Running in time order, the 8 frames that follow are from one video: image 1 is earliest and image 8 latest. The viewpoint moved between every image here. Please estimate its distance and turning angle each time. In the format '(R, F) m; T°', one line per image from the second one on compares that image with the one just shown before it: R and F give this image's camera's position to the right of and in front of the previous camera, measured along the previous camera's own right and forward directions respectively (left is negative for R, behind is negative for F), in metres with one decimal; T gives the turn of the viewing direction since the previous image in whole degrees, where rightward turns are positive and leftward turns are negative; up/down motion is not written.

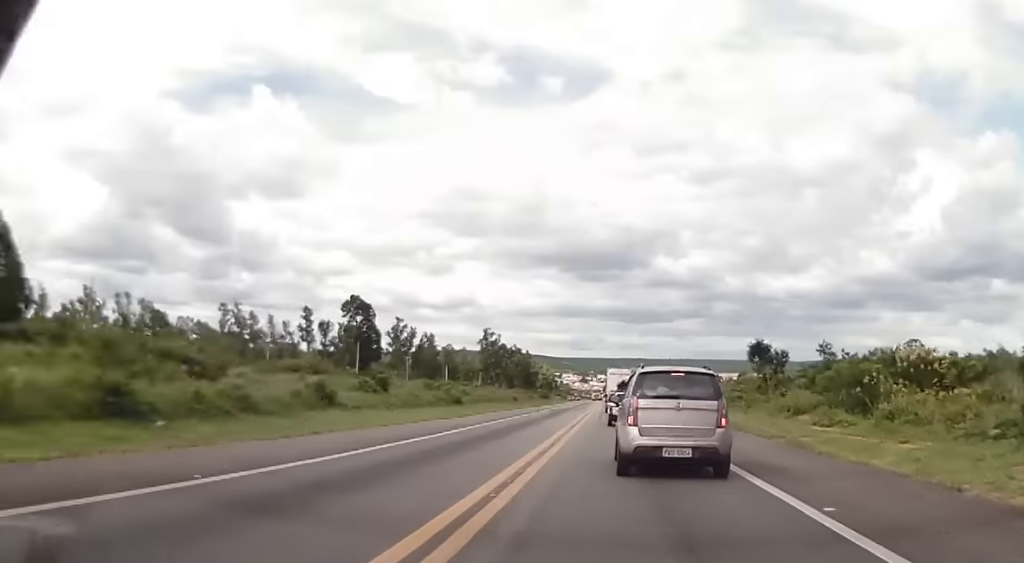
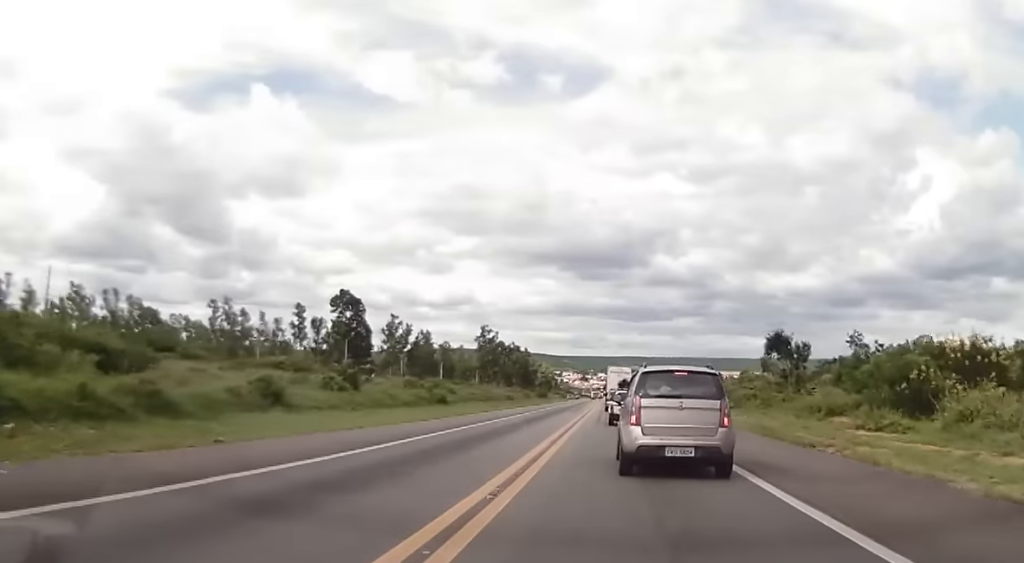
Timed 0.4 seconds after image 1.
(-0.1, +5.6) m; 0°
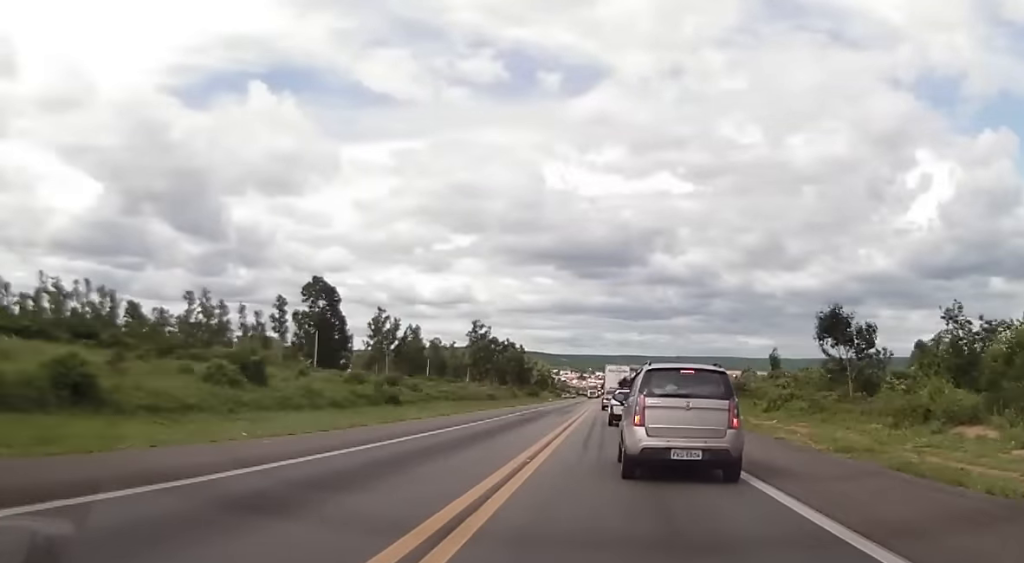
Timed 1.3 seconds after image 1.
(+0.4, +11.9) m; 0°
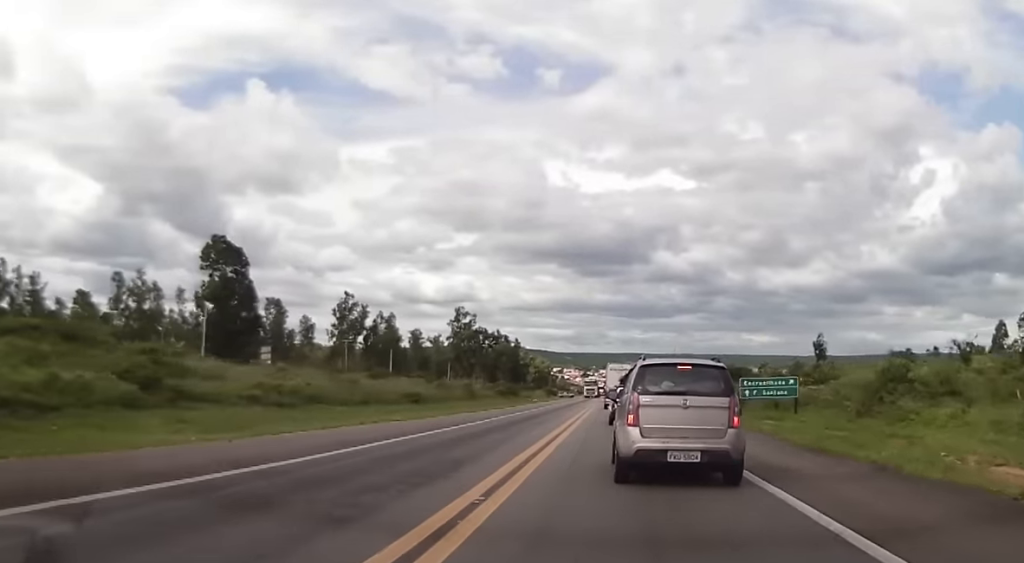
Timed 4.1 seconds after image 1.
(-0.4, +36.6) m; -2°
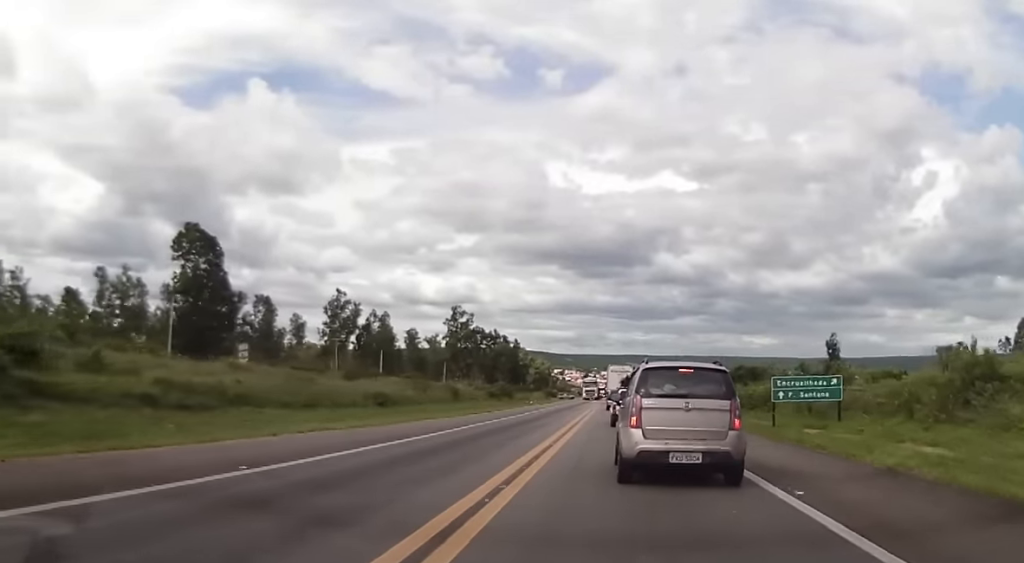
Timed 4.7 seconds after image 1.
(-0.1, +7.7) m; 0°
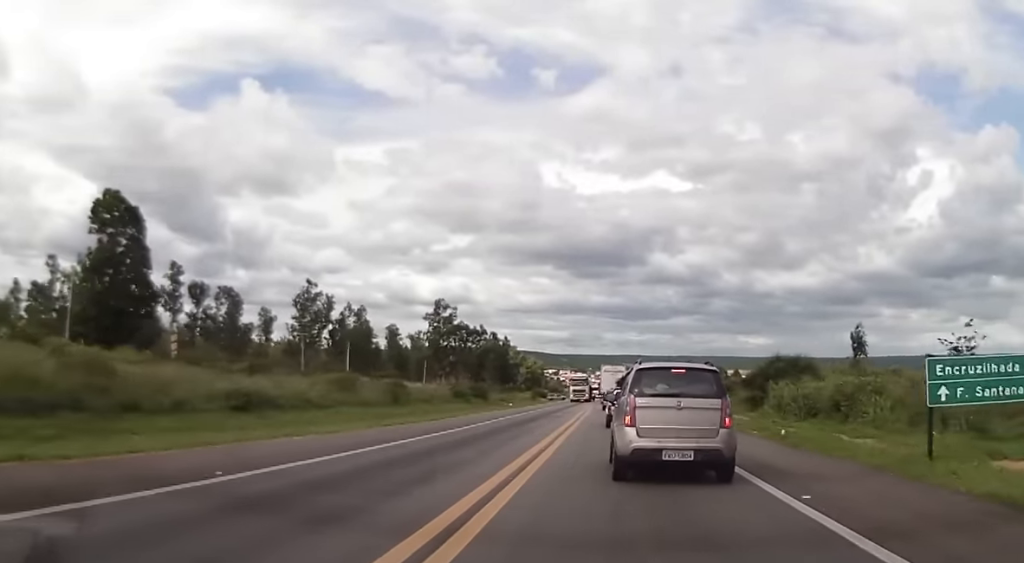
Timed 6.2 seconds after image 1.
(+0.2, +16.6) m; +1°
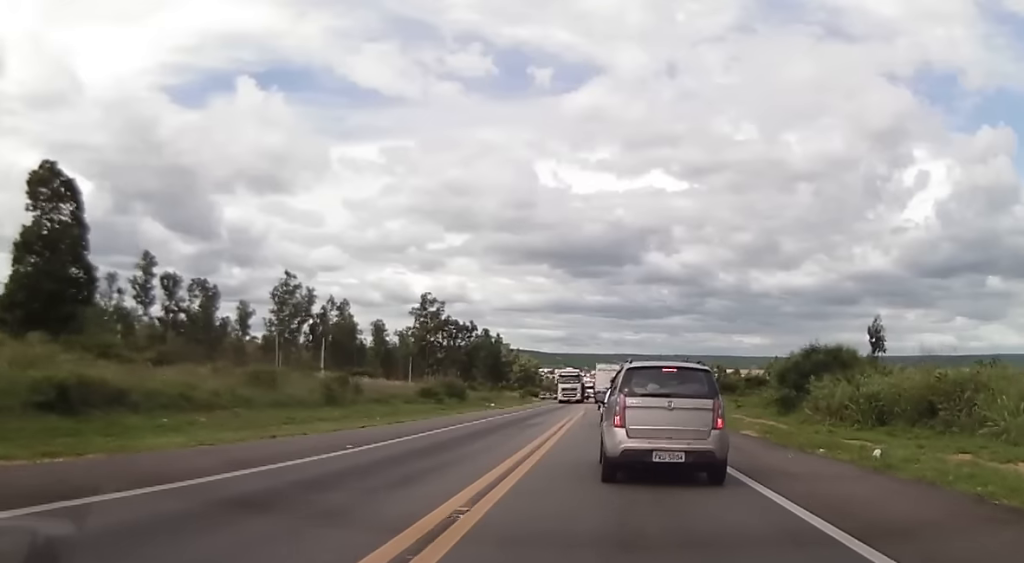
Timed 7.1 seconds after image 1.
(-0.1, +9.9) m; 0°
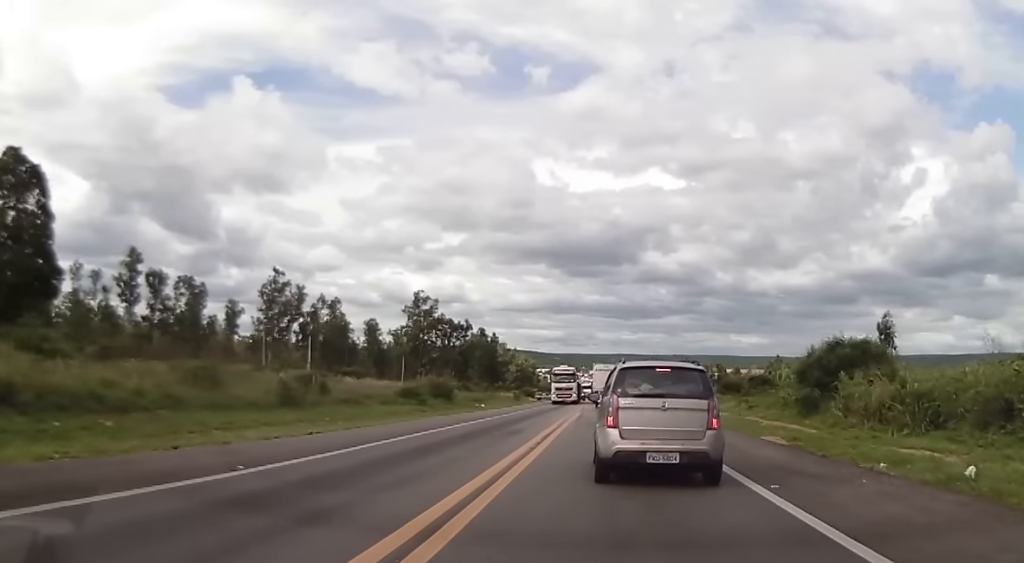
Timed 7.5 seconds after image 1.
(0.0, +4.7) m; 0°
